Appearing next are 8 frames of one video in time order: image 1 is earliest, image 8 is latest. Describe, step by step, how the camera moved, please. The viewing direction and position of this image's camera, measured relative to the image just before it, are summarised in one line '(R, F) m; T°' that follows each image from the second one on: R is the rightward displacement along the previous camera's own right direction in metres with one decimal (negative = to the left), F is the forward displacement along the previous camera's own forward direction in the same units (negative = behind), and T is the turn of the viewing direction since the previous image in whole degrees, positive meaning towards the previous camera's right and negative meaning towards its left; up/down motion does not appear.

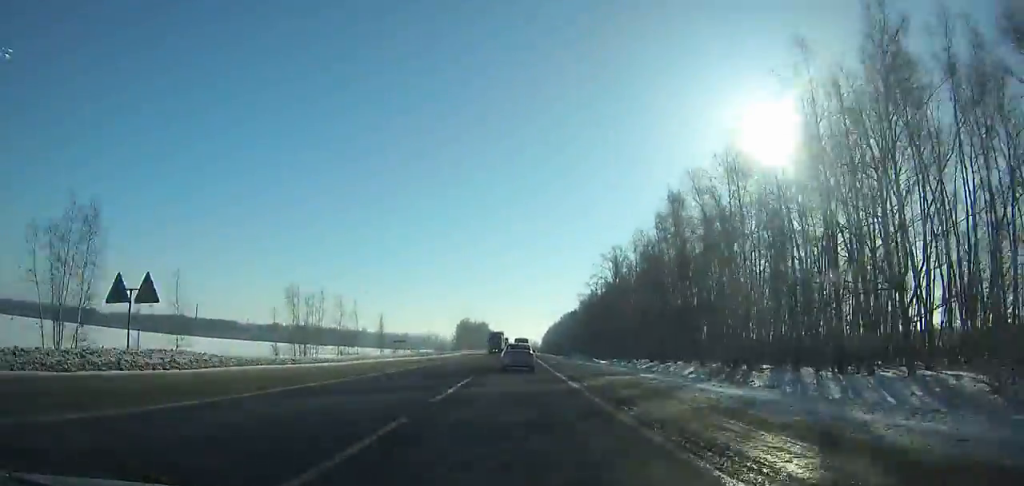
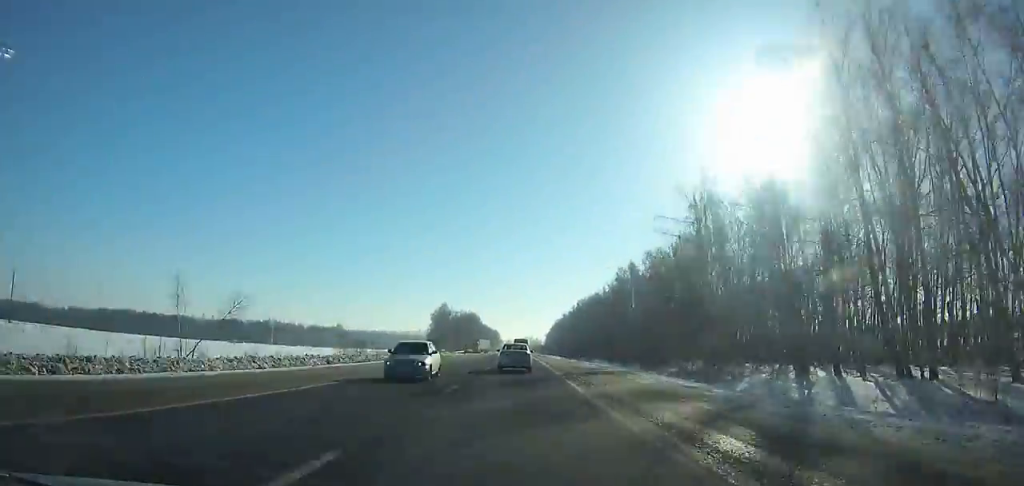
(+0.3, +99.7) m; 0°
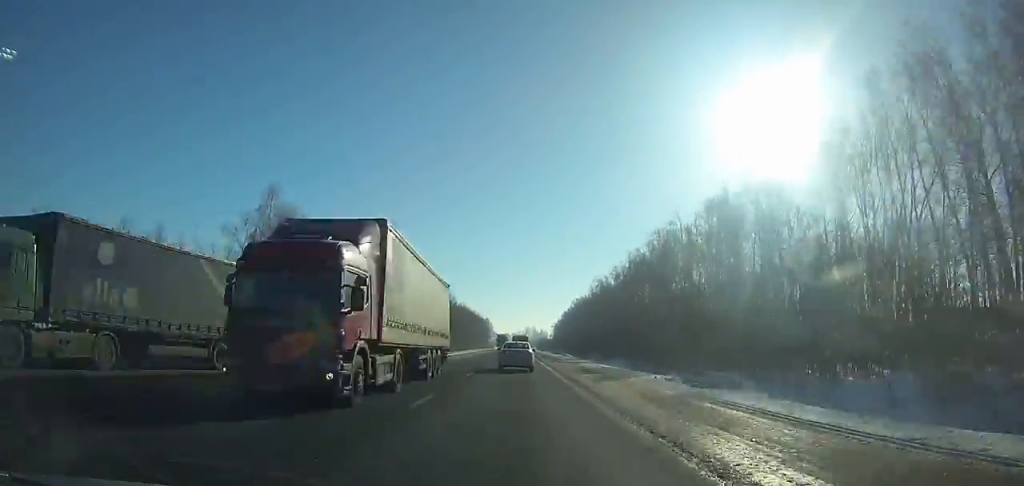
(+0.3, +157.6) m; 0°
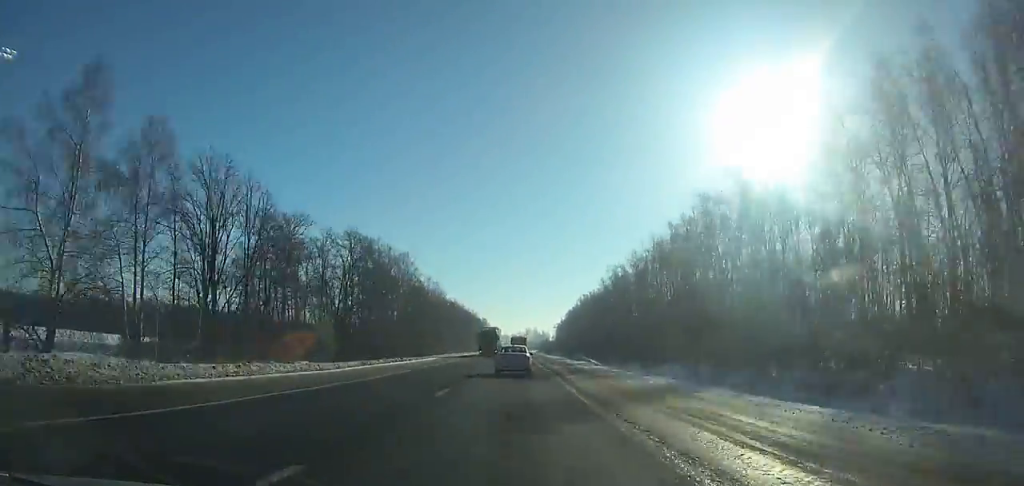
(-0.2, +33.1) m; 0°
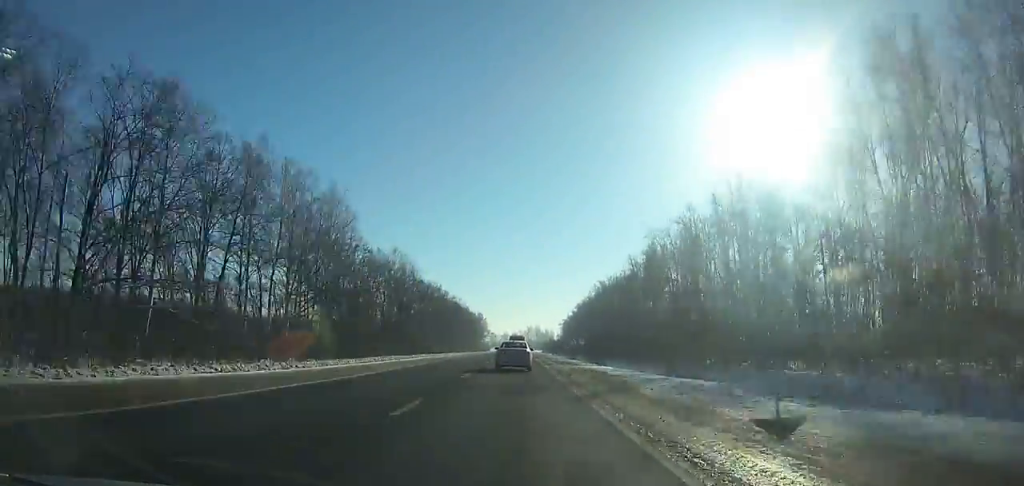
(-0.1, +53.0) m; 0°
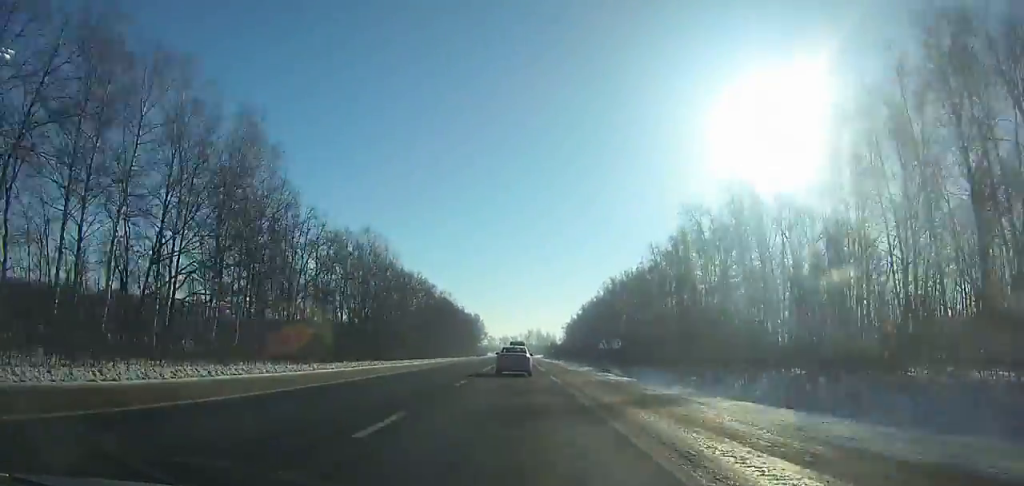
(0.0, +26.6) m; 0°
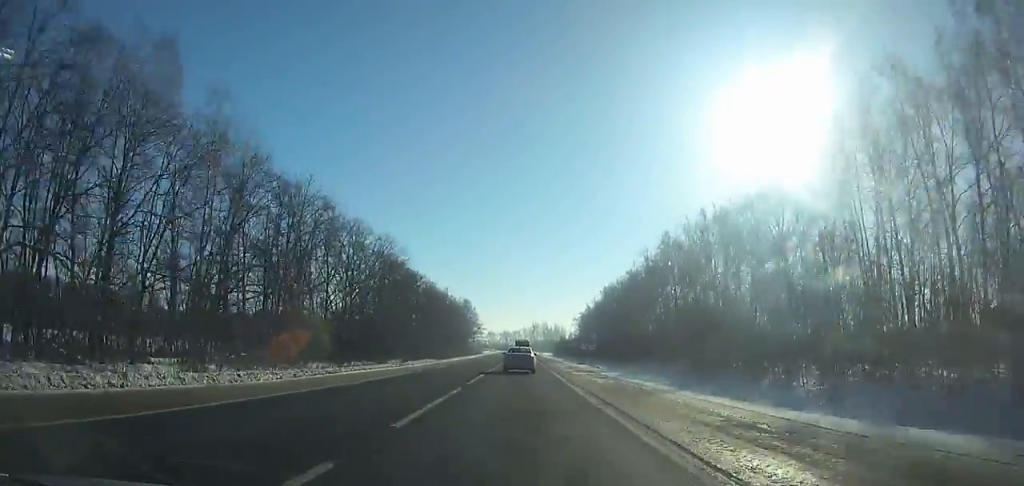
(0.0, +70.9) m; 0°
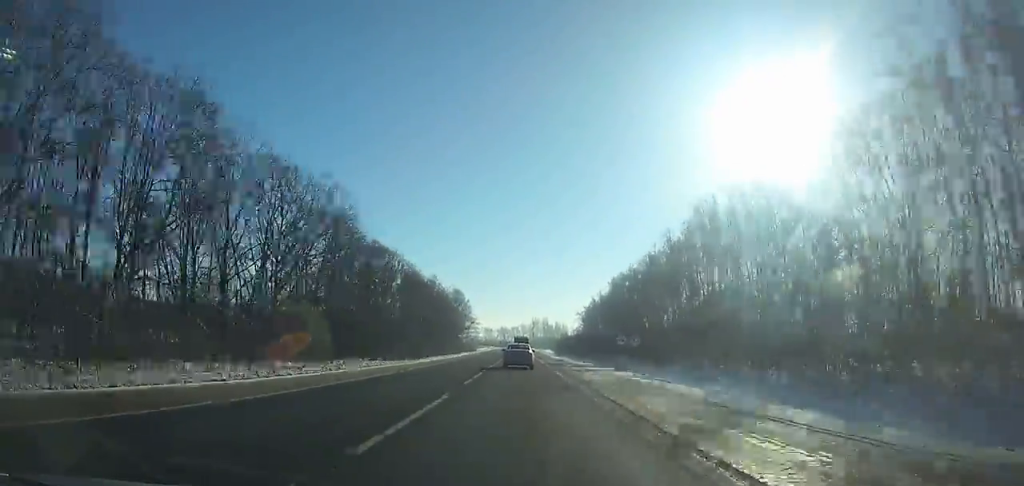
(0.0, +26.7) m; 0°
